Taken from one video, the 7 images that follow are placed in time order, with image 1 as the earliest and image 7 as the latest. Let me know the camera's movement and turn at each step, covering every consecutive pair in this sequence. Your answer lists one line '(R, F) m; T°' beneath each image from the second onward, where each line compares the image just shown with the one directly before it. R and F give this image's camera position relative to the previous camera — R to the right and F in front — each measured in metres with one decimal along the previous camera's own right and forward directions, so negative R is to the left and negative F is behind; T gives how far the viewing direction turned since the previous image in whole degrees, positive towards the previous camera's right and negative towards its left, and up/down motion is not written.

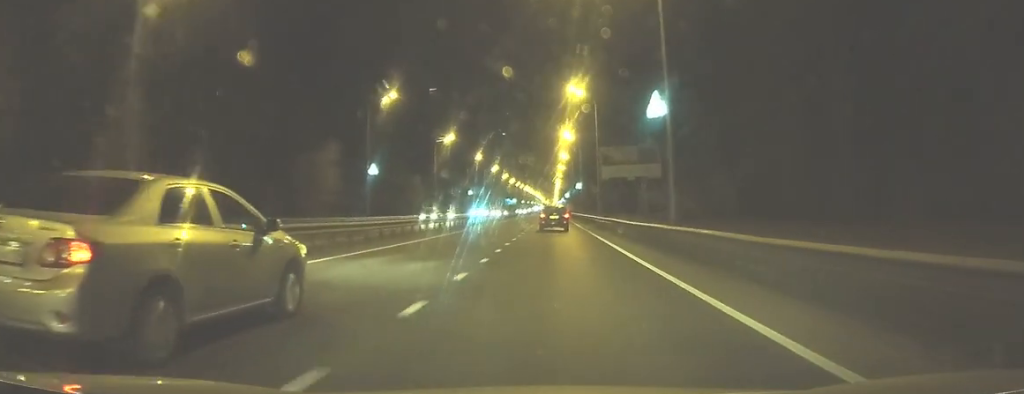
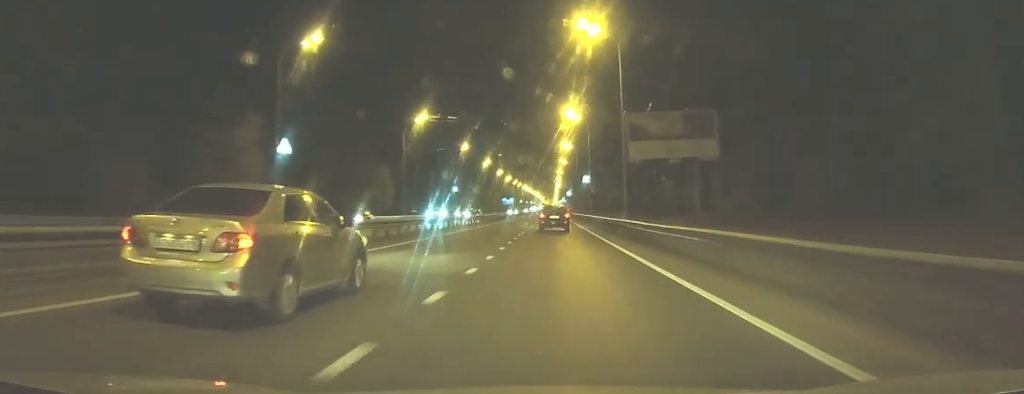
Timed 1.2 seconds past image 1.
(0.0, +23.1) m; 0°
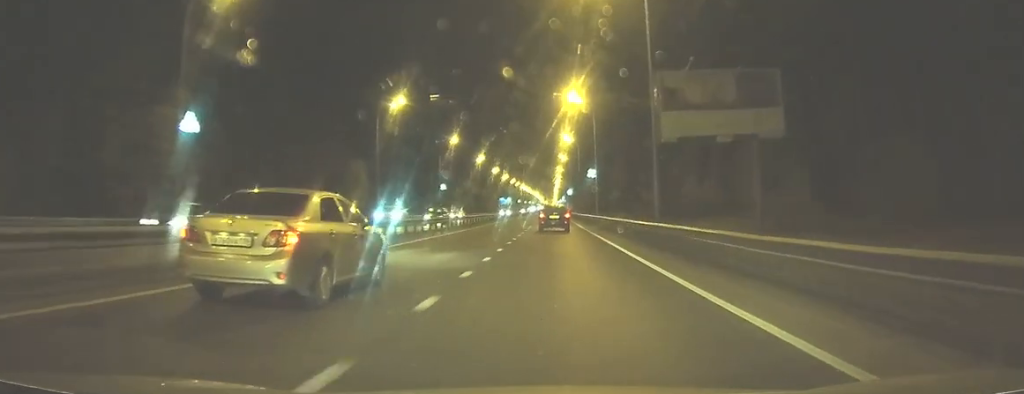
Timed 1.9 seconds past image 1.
(-0.1, +12.6) m; 0°
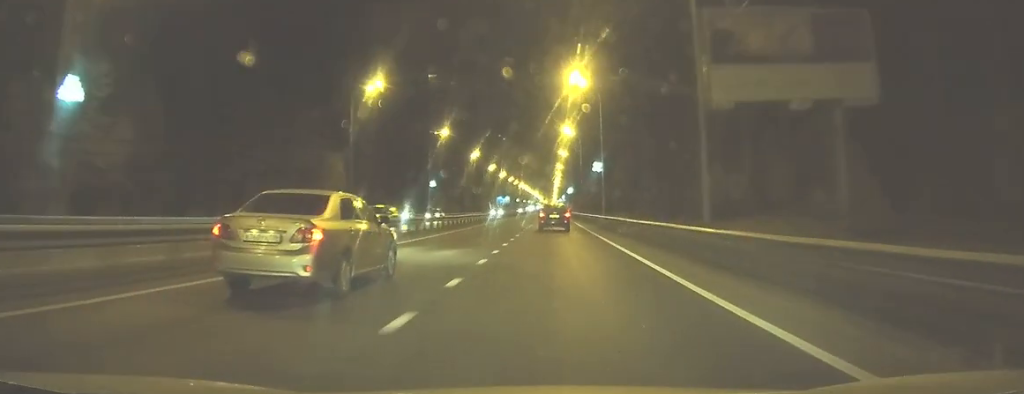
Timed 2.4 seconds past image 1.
(+0.1, +9.5) m; 0°
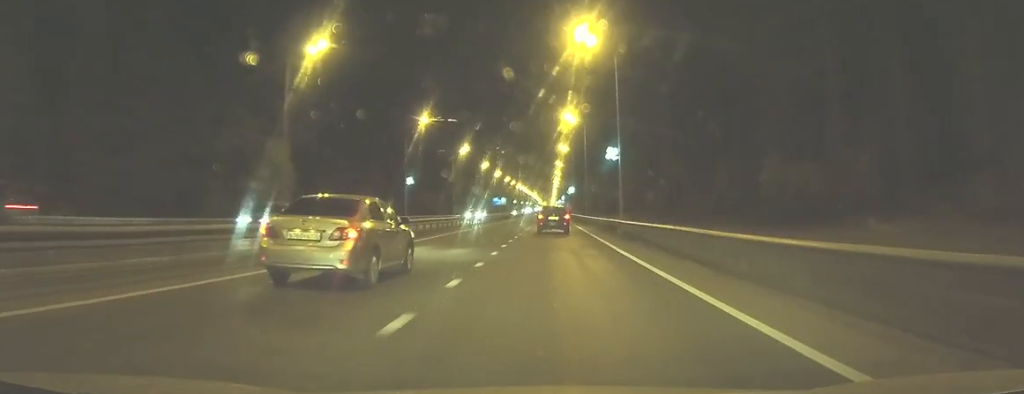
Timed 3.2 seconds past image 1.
(0.0, +15.8) m; 0°
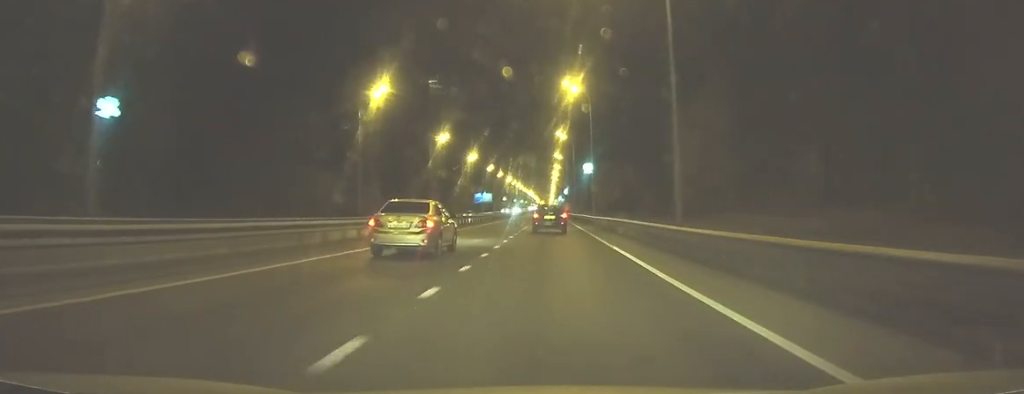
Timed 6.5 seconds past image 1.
(+0.1, +61.3) m; 0°
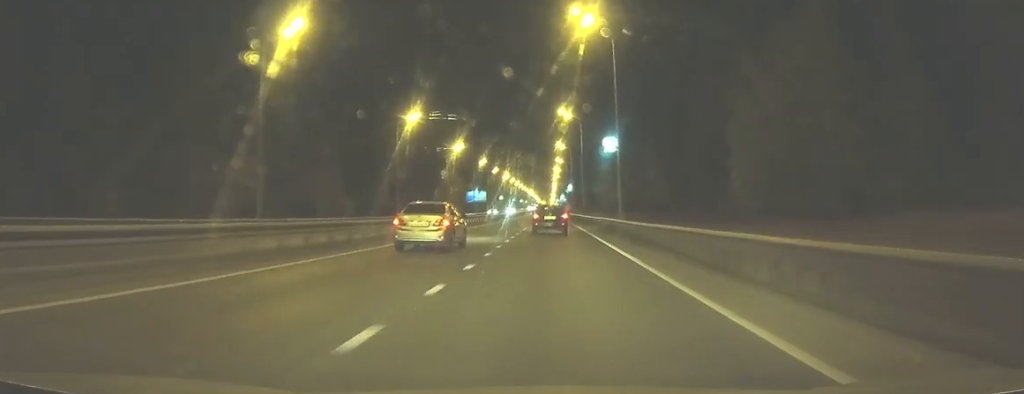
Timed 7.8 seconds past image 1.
(0.0, +23.5) m; +1°
